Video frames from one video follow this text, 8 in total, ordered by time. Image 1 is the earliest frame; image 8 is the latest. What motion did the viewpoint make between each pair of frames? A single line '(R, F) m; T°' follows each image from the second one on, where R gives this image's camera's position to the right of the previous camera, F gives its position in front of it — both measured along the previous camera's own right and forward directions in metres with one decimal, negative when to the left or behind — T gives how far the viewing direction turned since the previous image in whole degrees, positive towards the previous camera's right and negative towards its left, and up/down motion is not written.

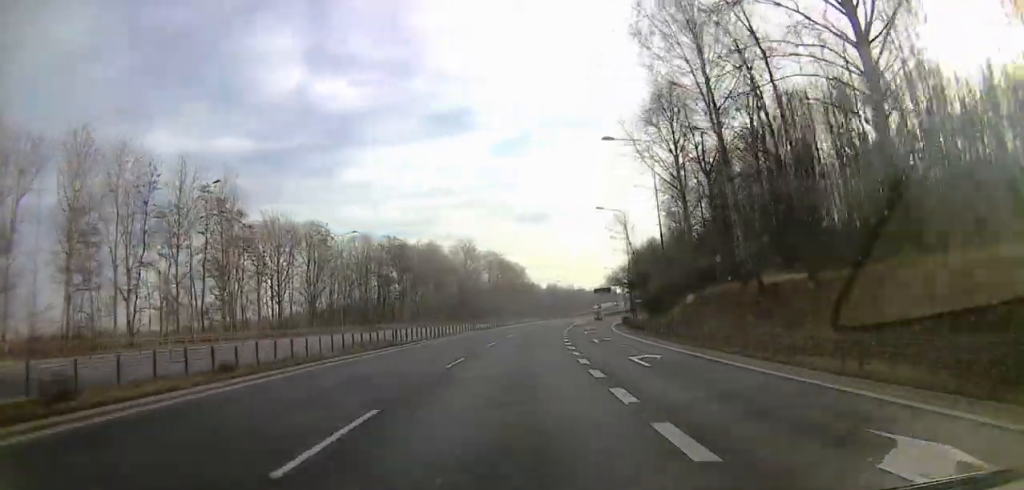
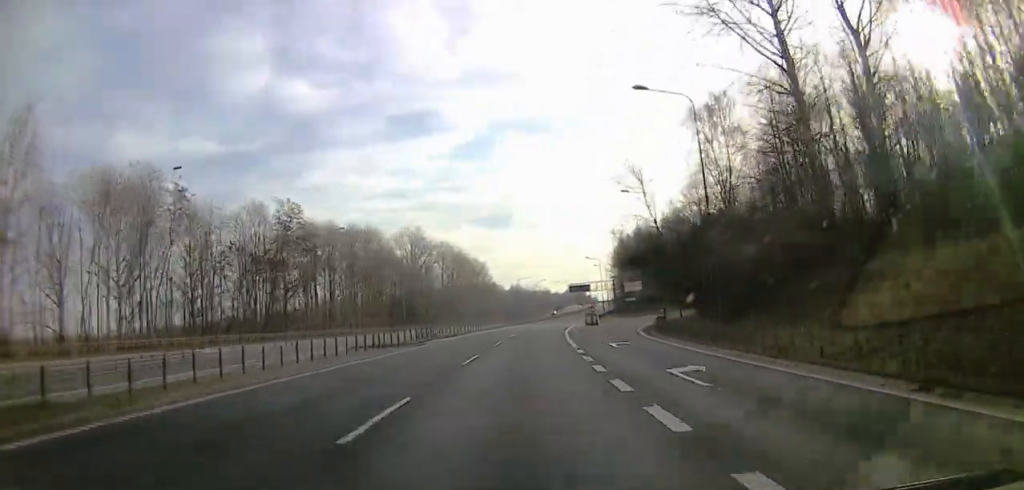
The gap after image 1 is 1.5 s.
(+3.1, +37.1) m; +10°
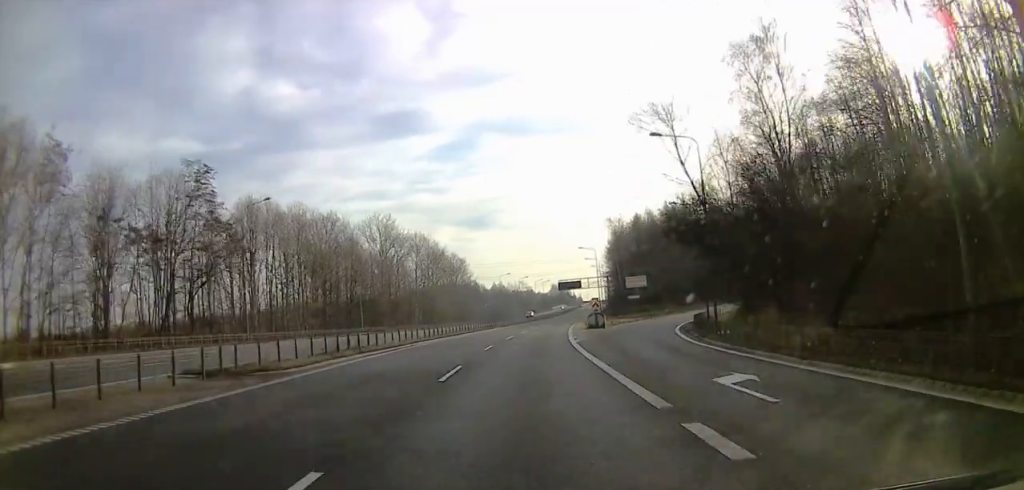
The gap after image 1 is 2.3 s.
(+0.6, +18.3) m; +2°
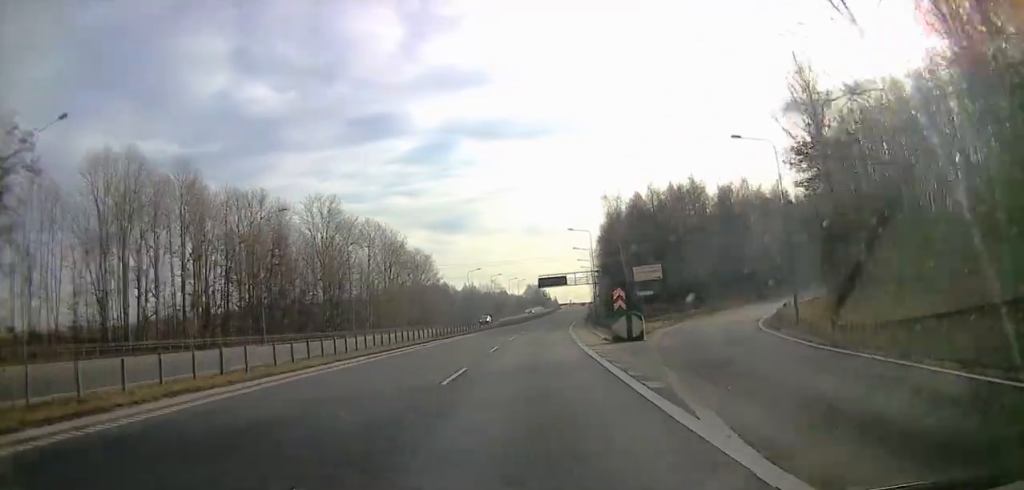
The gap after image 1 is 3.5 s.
(+0.4, +25.3) m; +2°
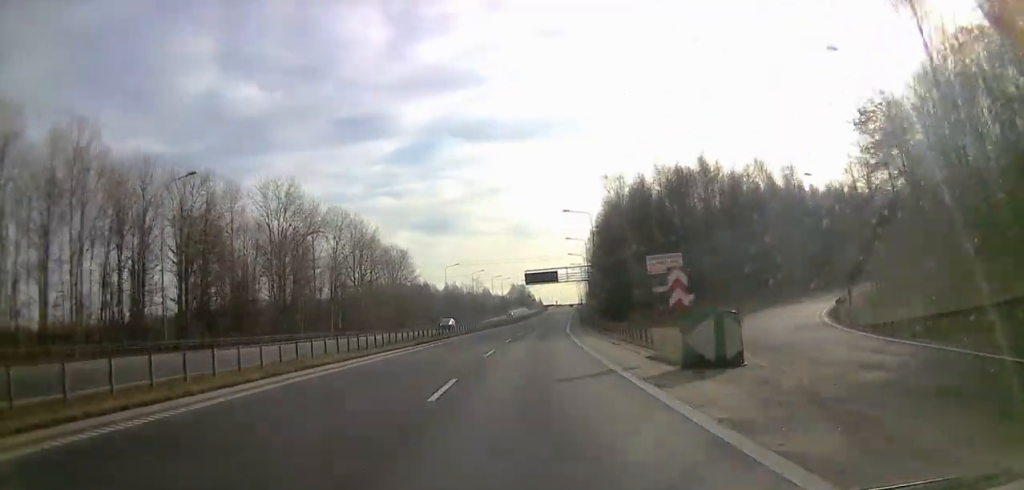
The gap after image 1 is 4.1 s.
(+0.3, +14.8) m; +1°
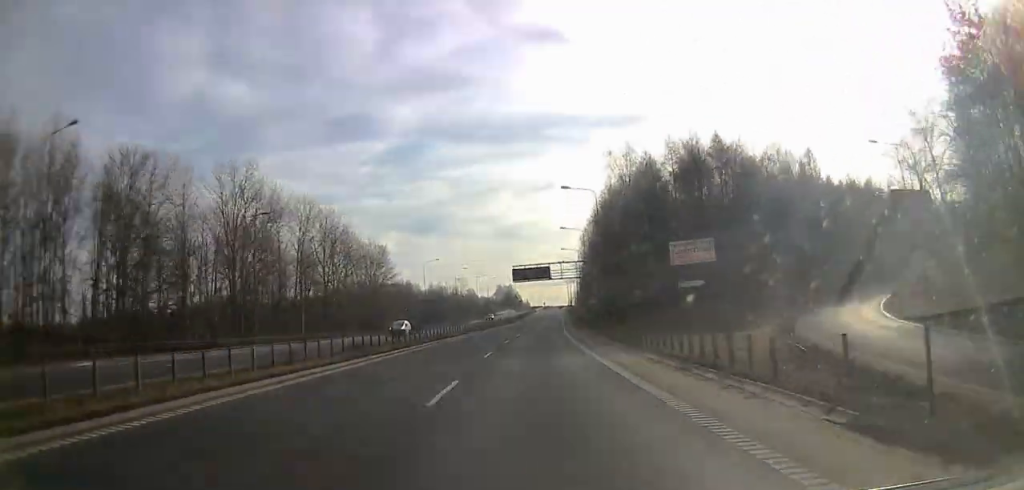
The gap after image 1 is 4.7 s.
(+0.1, +12.6) m; +1°
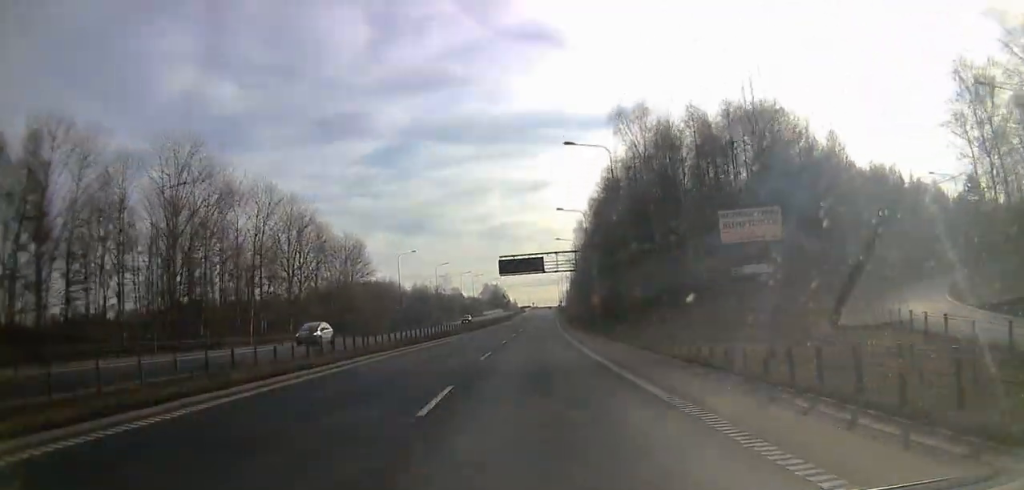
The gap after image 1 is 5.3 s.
(+0.2, +13.5) m; 0°
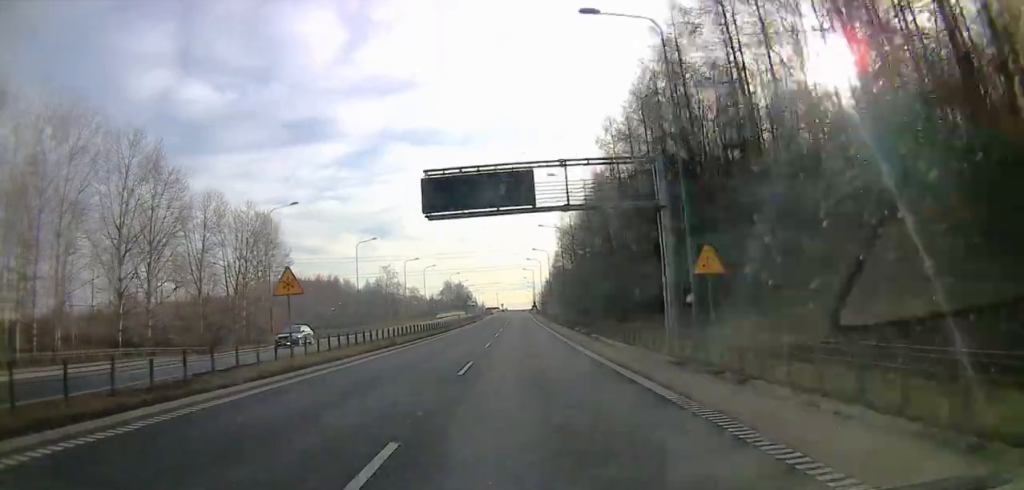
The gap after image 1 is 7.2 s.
(+0.6, +42.9) m; +2°
